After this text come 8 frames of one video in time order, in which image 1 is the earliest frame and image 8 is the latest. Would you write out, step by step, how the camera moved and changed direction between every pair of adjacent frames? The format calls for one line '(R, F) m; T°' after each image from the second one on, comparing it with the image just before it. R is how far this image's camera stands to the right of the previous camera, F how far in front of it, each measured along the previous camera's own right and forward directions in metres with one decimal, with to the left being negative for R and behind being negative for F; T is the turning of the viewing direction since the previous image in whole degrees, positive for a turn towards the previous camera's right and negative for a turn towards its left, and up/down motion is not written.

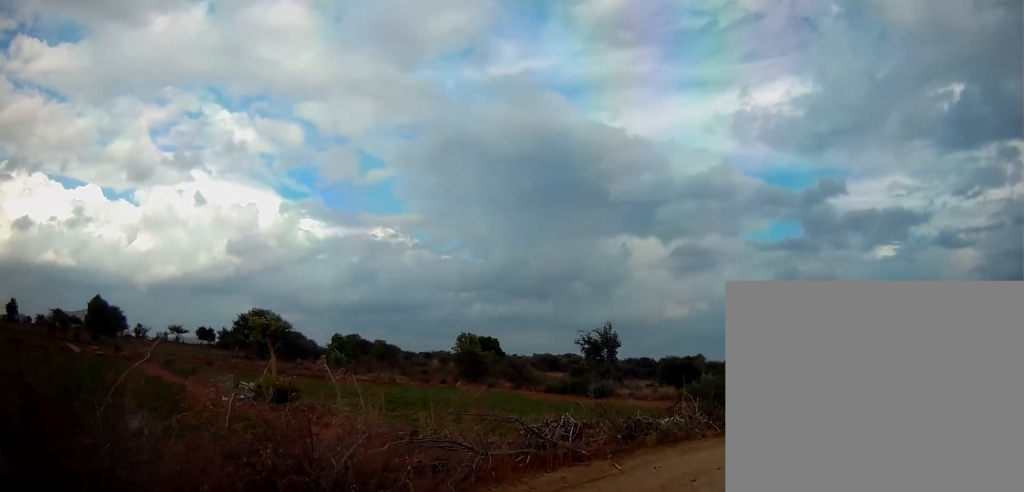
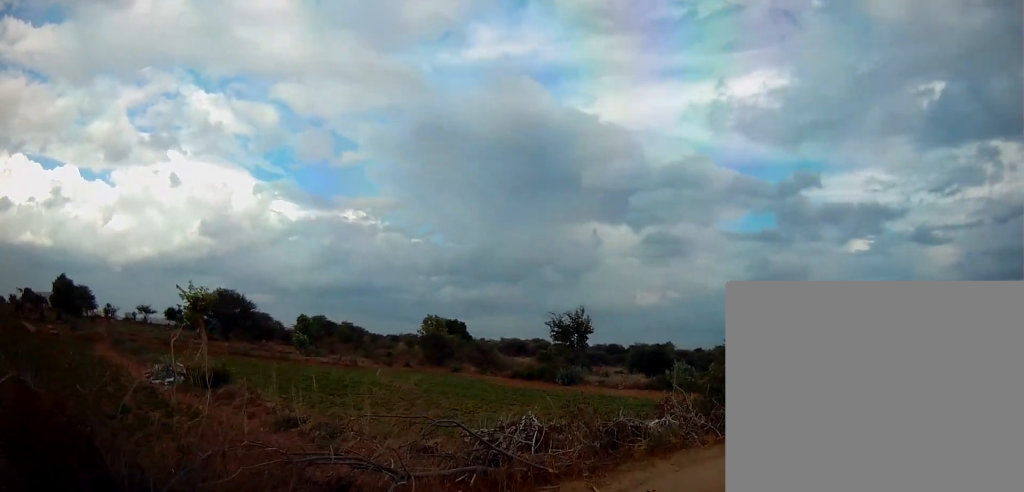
(-0.2, +2.5) m; +4°
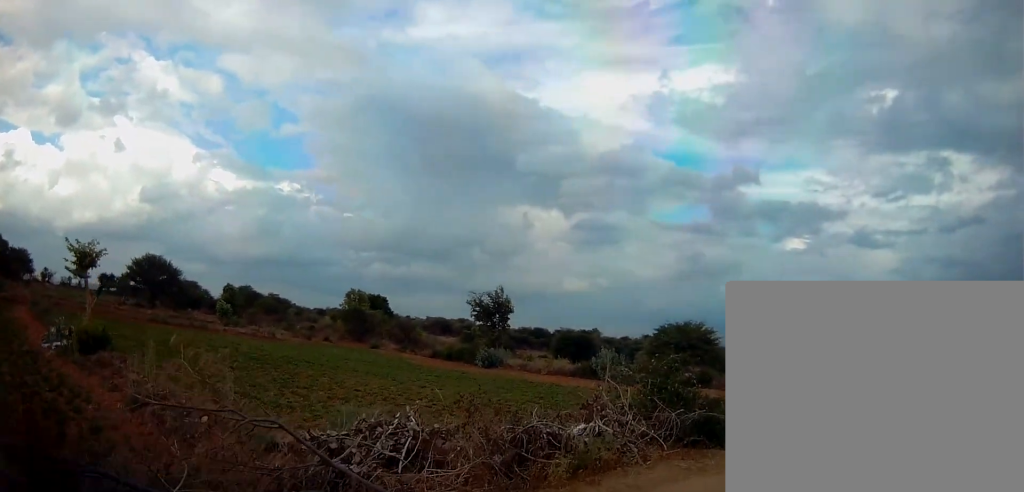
(+0.2, +1.9) m; +17°
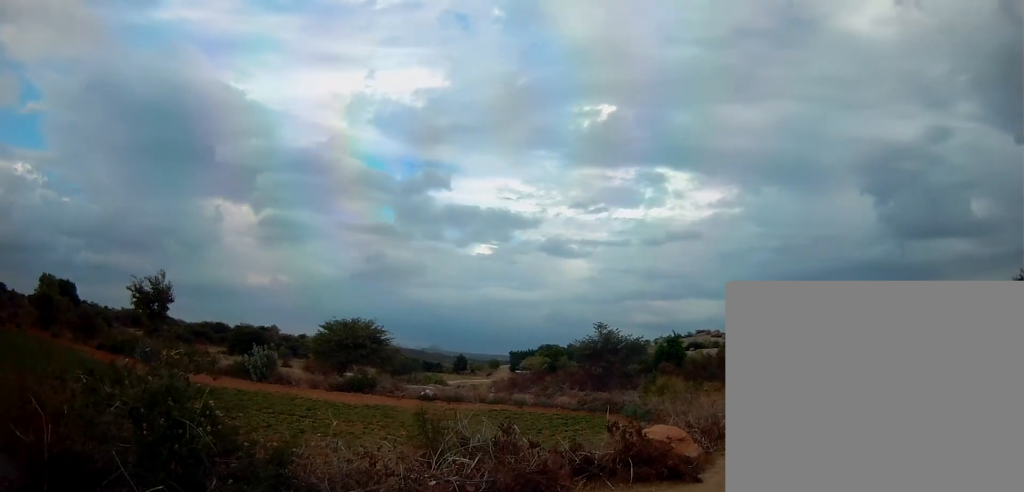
(+1.3, +4.5) m; +29°
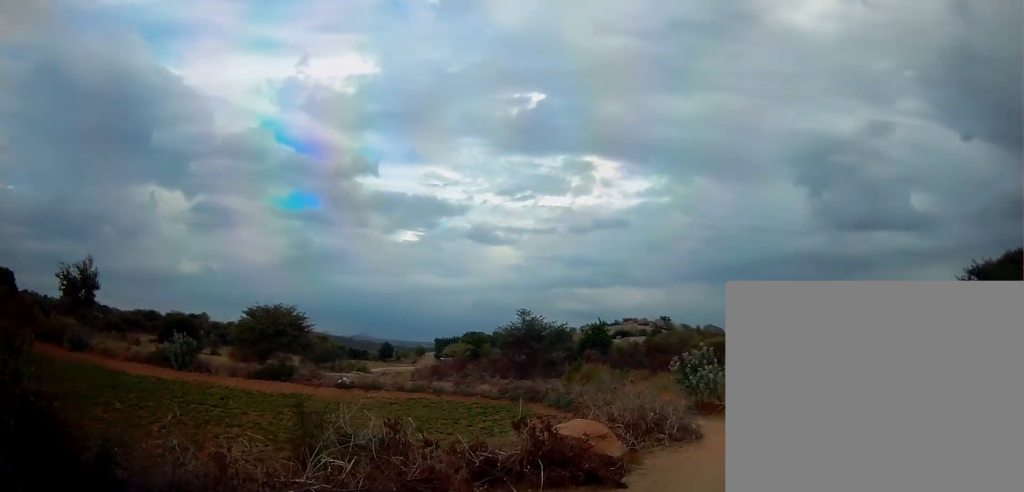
(+0.1, +1.1) m; +6°
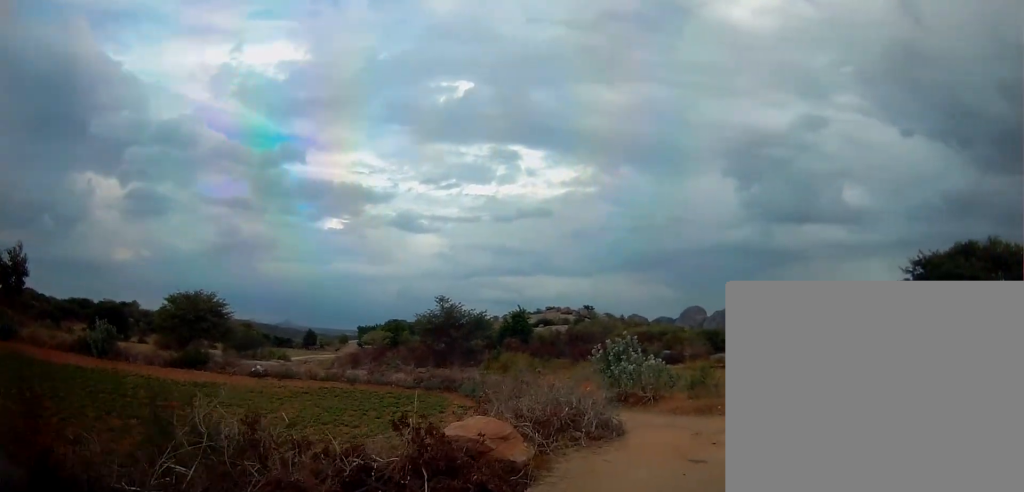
(0.0, +1.1) m; +7°
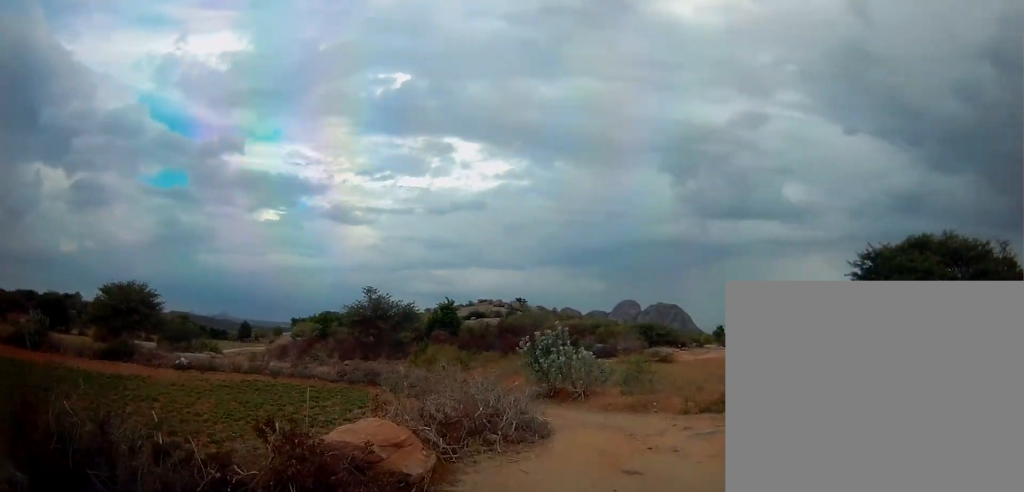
(-0.1, +1.0) m; +6°
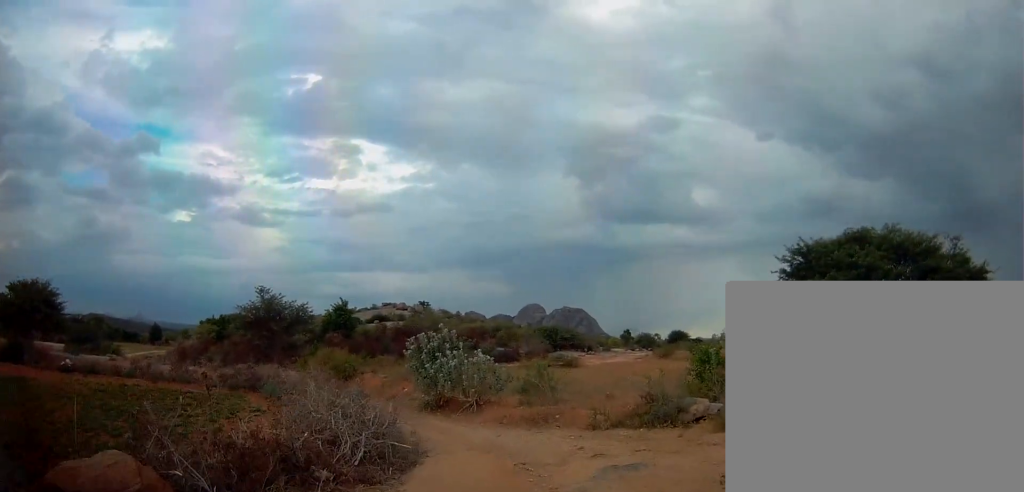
(+0.5, +2.4) m; +16°
